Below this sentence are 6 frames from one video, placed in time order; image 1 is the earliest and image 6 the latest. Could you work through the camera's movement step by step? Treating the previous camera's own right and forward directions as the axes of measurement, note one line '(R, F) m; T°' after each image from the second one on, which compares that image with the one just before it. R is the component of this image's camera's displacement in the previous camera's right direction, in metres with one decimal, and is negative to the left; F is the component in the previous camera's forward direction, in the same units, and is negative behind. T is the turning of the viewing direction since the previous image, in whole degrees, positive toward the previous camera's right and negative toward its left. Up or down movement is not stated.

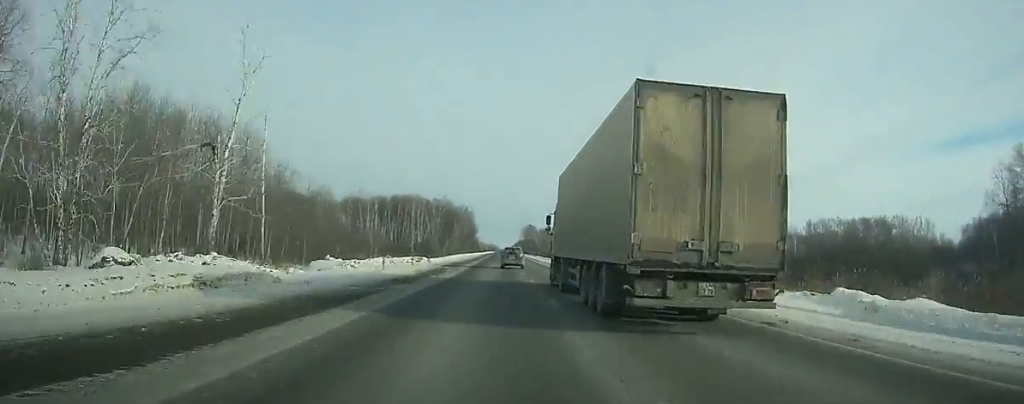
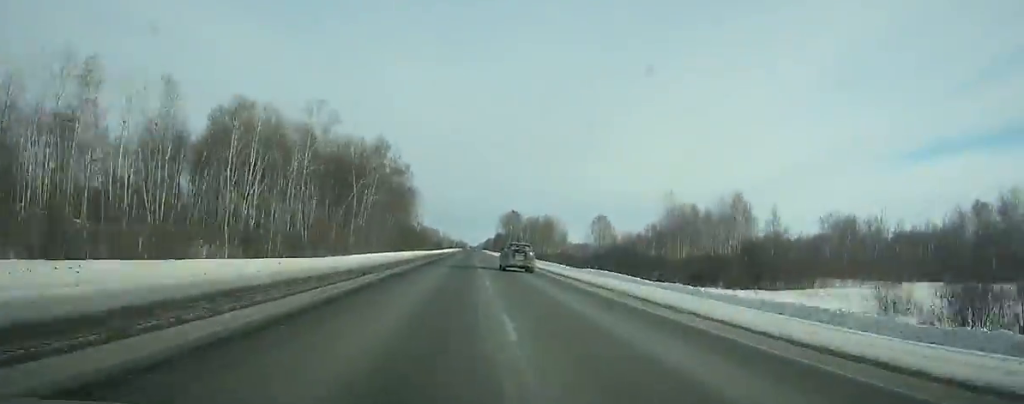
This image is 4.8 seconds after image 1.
(+2.1, +144.4) m; +1°
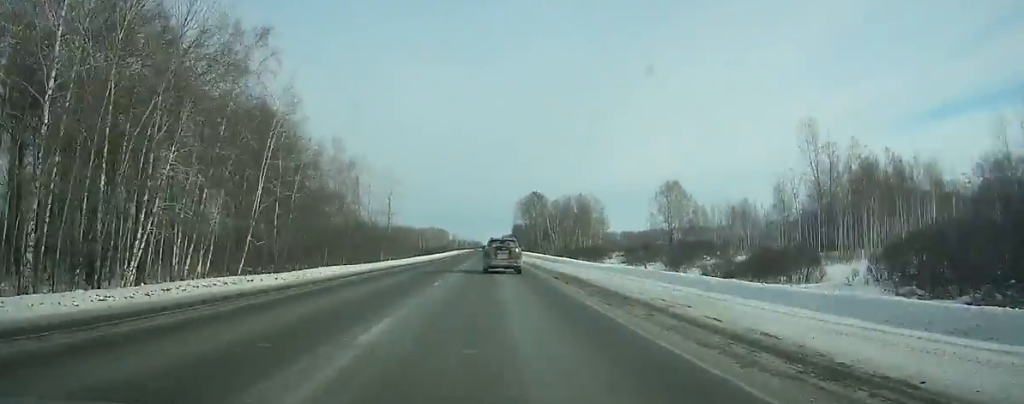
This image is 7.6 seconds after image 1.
(+0.2, +83.5) m; 0°
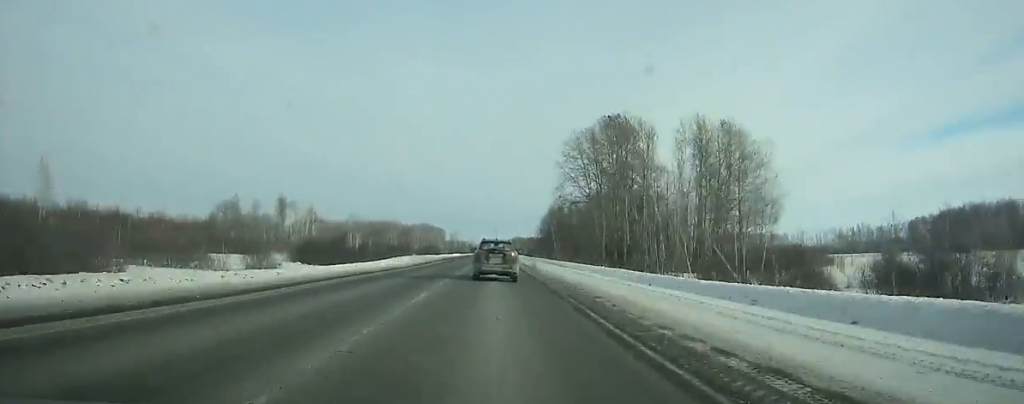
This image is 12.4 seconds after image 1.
(-1.4, +138.0) m; -1°
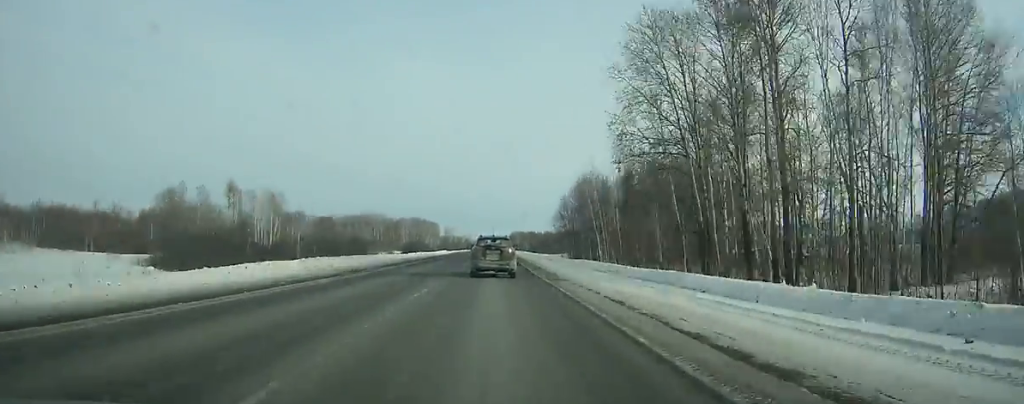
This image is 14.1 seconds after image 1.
(0.0, +47.5) m; 0°
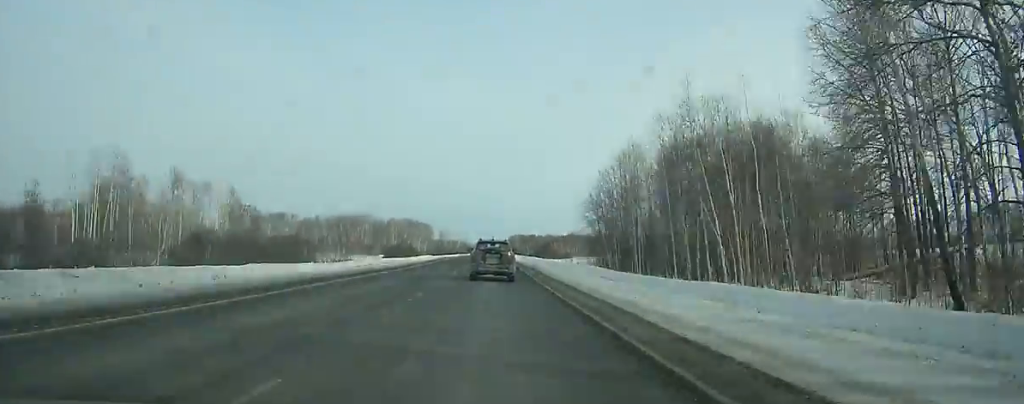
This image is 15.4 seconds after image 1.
(0.0, +36.1) m; 0°
